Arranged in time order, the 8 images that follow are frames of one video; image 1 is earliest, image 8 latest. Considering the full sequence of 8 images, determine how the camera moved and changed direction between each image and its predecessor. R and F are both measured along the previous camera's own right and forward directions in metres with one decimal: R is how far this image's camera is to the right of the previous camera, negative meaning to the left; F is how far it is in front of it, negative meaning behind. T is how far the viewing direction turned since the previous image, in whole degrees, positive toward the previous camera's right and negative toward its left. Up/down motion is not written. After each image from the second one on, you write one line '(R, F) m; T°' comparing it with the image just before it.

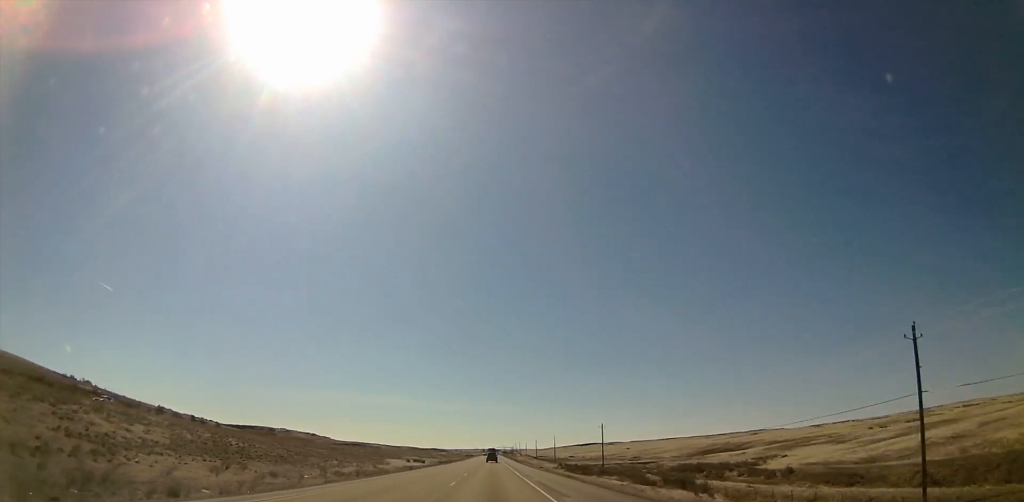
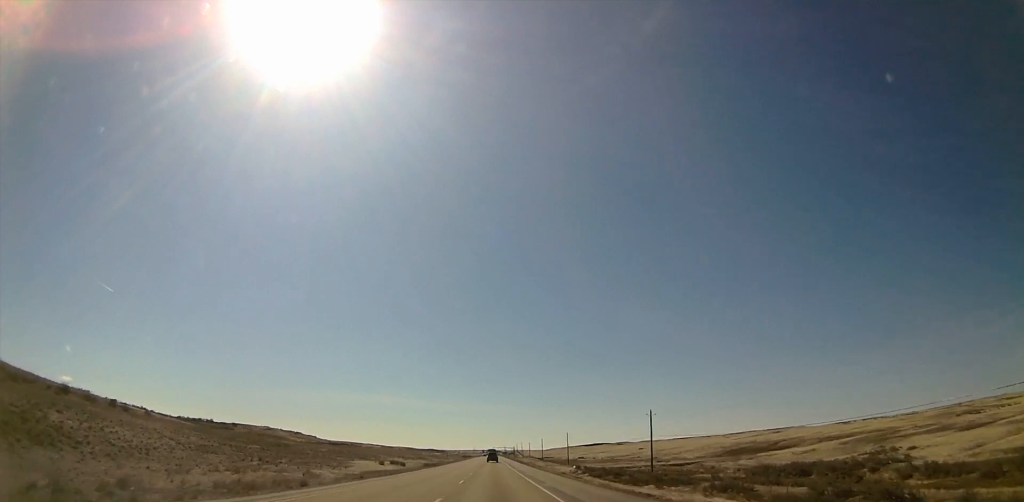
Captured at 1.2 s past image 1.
(-1.1, +42.4) m; -1°
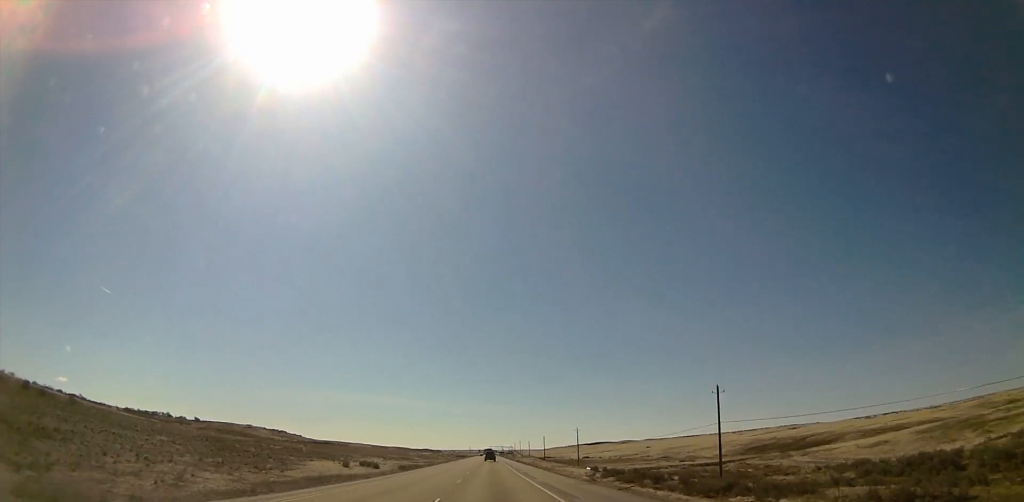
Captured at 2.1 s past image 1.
(0.0, +30.6) m; +1°
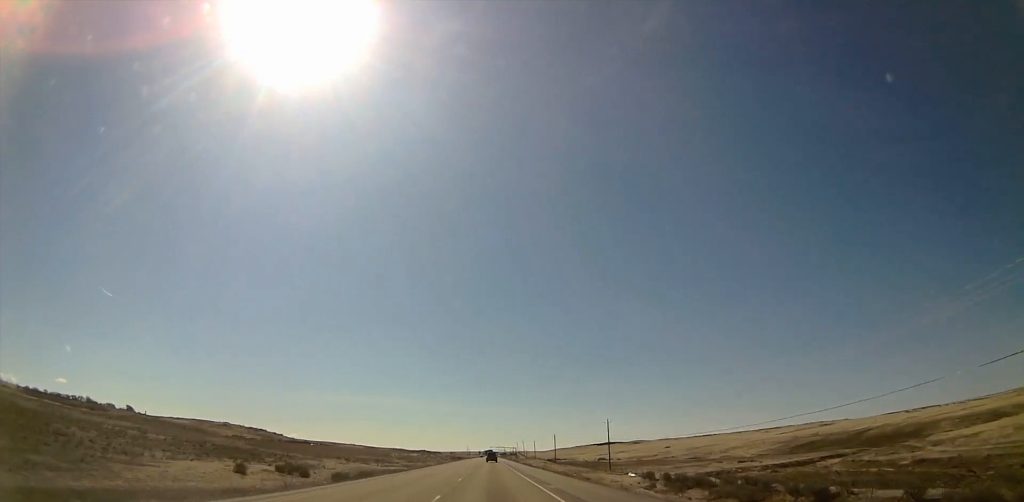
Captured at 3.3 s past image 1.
(+0.5, +44.6) m; 0°
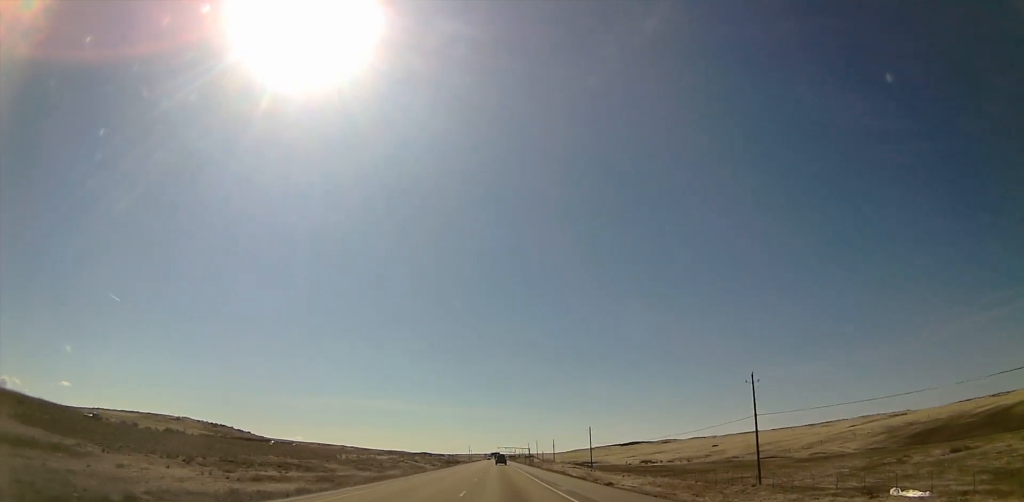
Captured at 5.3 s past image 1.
(0.0, +69.3) m; 0°
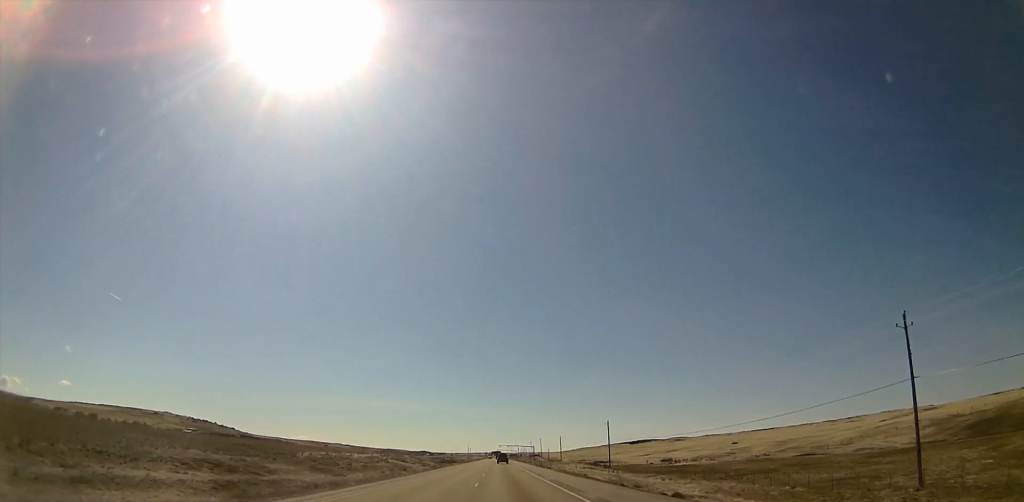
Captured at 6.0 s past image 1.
(-0.4, +24.7) m; -1°
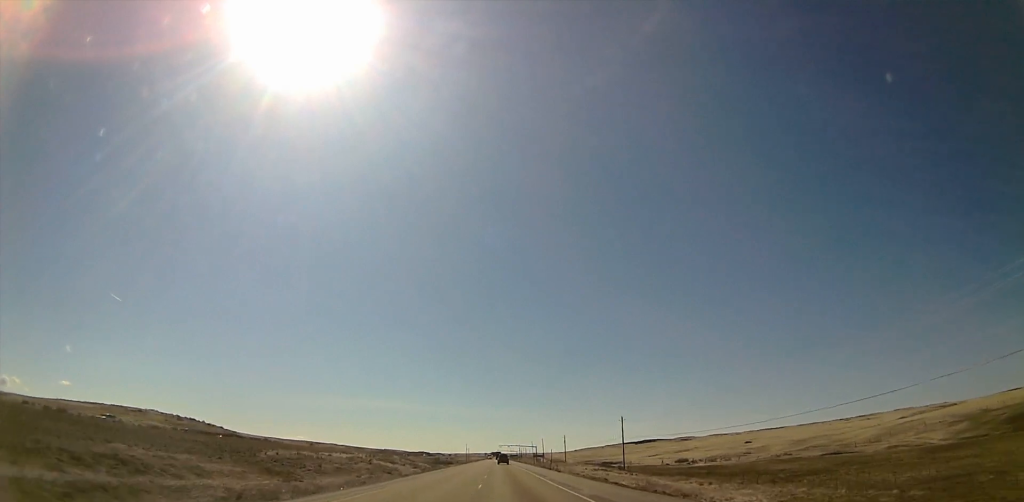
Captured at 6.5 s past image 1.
(0.0, +15.3) m; +1°
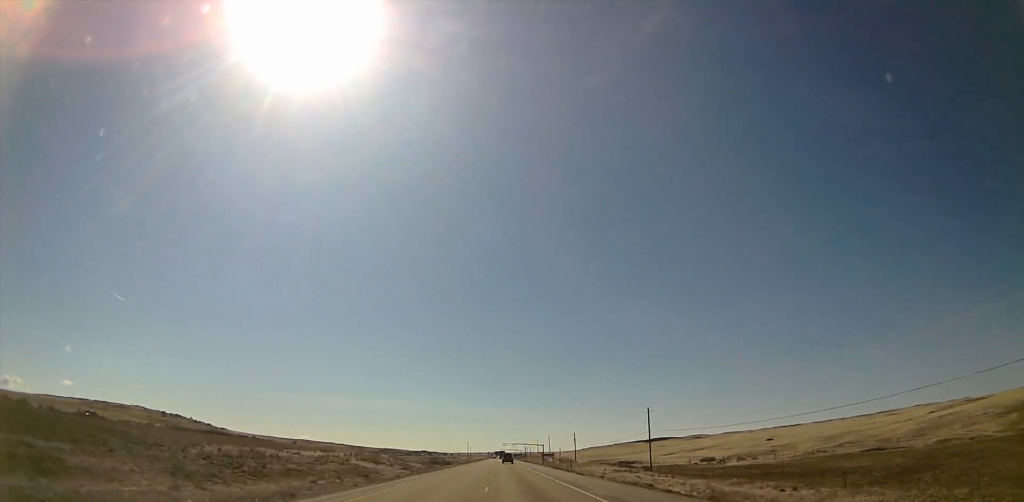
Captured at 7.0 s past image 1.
(-0.2, +18.8) m; +1°
